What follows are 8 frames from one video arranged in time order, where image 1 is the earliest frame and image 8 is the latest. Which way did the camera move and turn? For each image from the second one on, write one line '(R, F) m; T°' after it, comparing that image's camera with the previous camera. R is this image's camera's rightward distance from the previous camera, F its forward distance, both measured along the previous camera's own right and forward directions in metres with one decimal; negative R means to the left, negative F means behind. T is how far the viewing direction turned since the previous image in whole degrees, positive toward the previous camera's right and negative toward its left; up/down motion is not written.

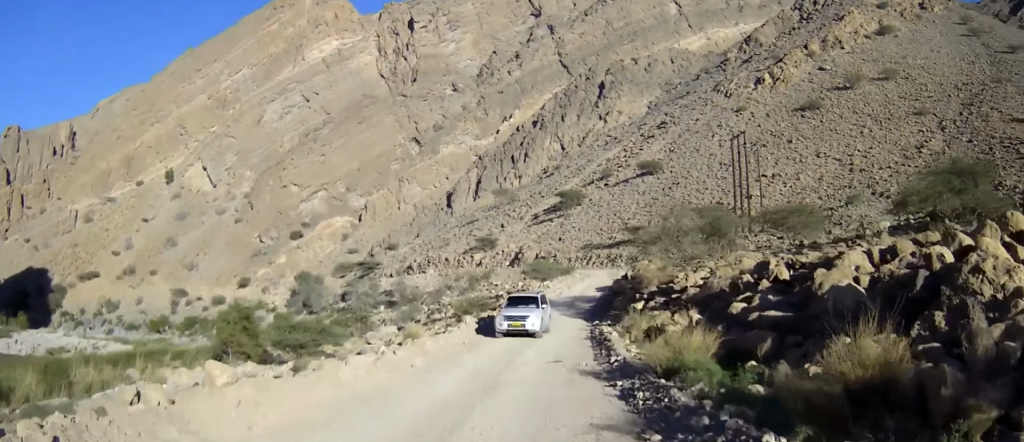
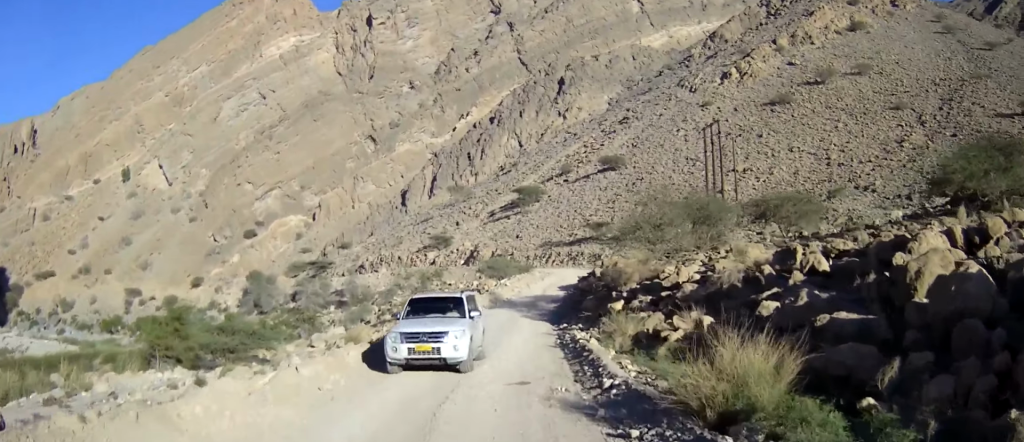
(+0.2, +5.6) m; +2°
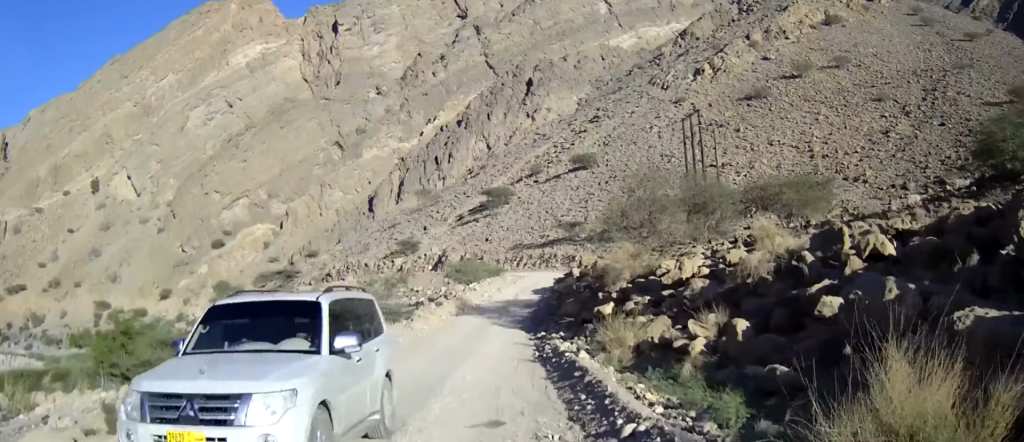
(0.0, +4.7) m; -1°
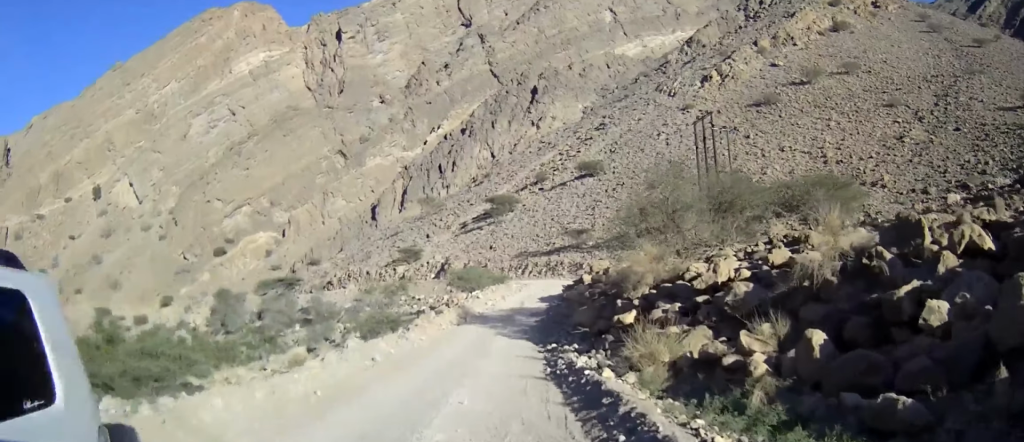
(0.0, +3.4) m; 0°
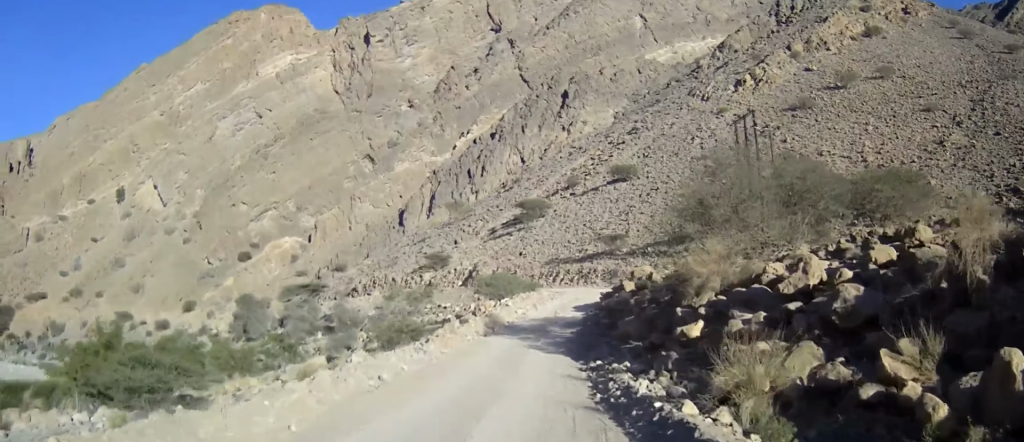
(0.0, +3.7) m; 0°
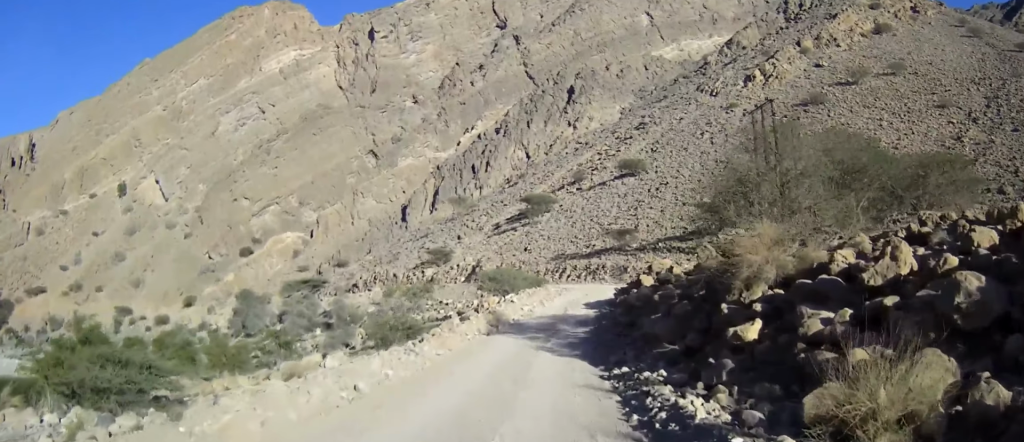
(0.0, +3.1) m; 0°
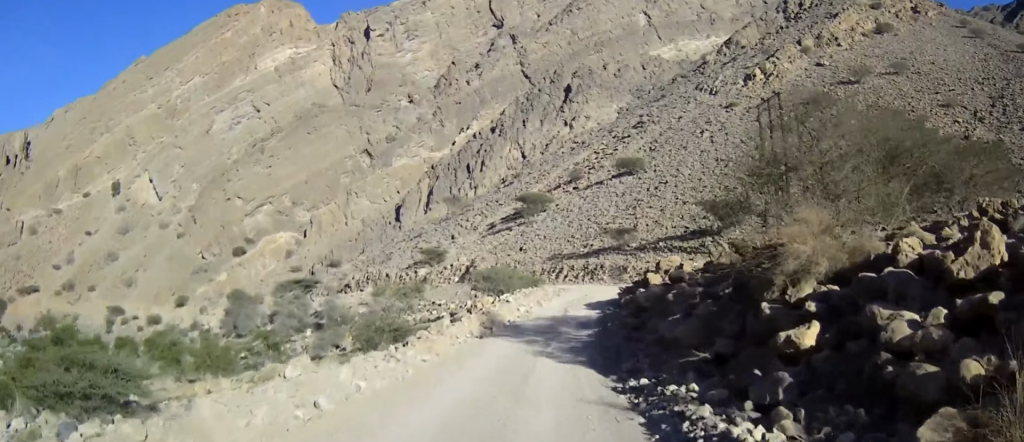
(0.0, +2.4) m; +1°
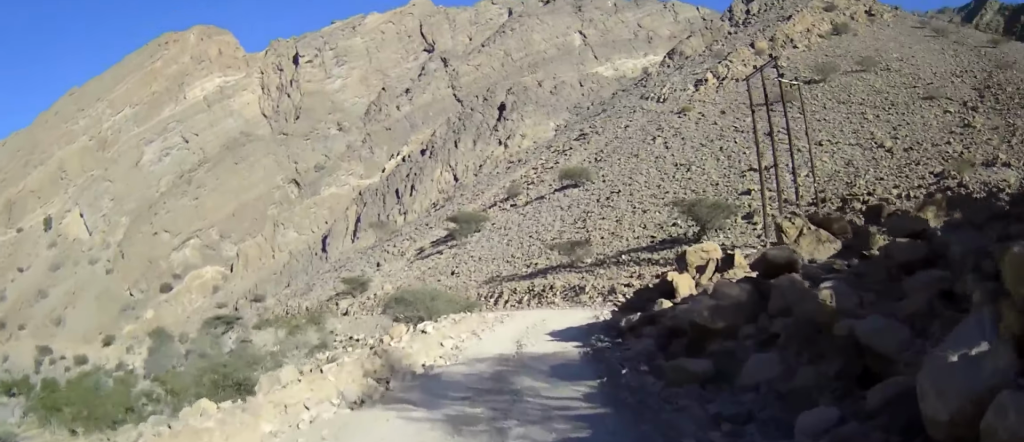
(+0.4, +12.5) m; +4°
